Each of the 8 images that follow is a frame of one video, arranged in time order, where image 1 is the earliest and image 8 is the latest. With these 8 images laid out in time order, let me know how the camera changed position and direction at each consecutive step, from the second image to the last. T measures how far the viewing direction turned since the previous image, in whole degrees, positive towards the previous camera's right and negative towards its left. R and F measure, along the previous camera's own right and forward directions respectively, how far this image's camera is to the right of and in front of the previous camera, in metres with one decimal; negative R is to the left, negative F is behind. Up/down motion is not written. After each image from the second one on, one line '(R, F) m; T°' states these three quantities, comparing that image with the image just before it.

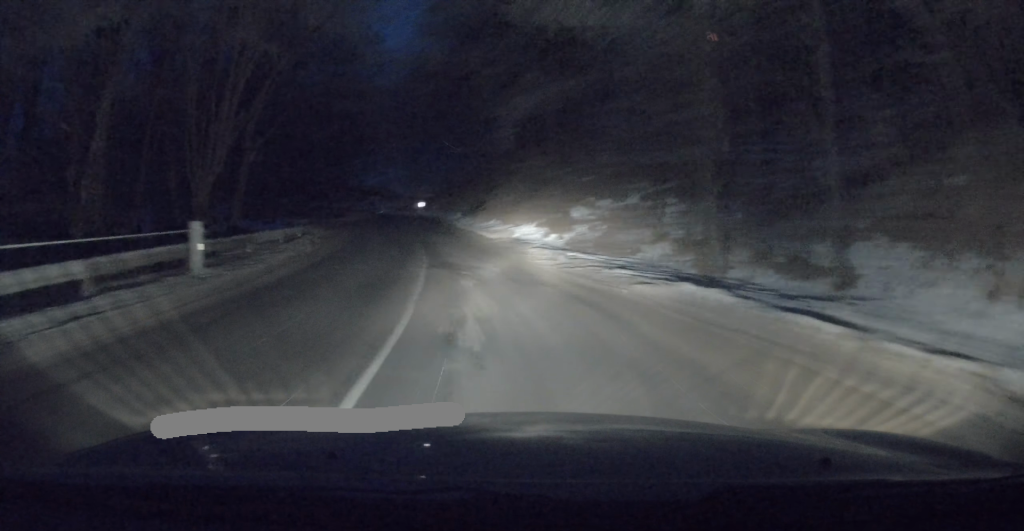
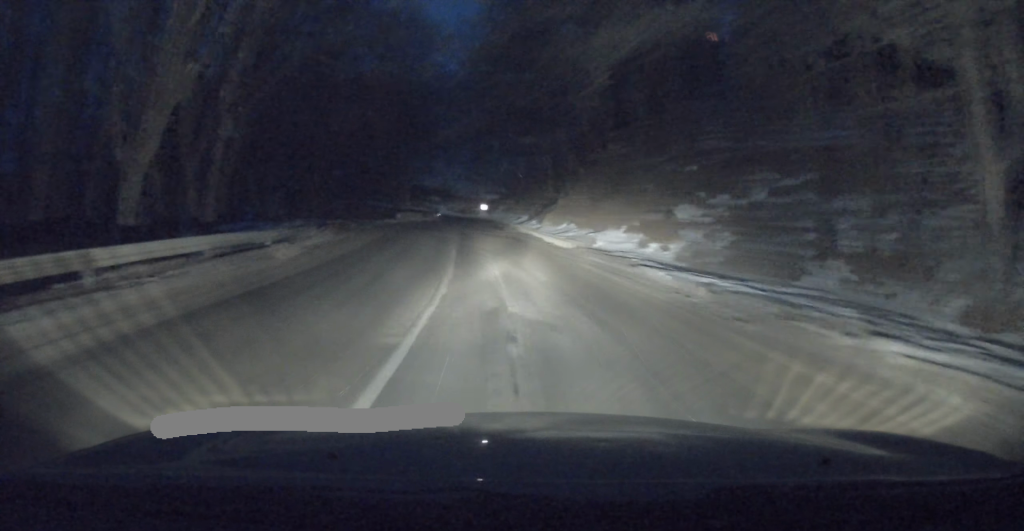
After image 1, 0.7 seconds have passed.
(-0.4, +7.8) m; -4°
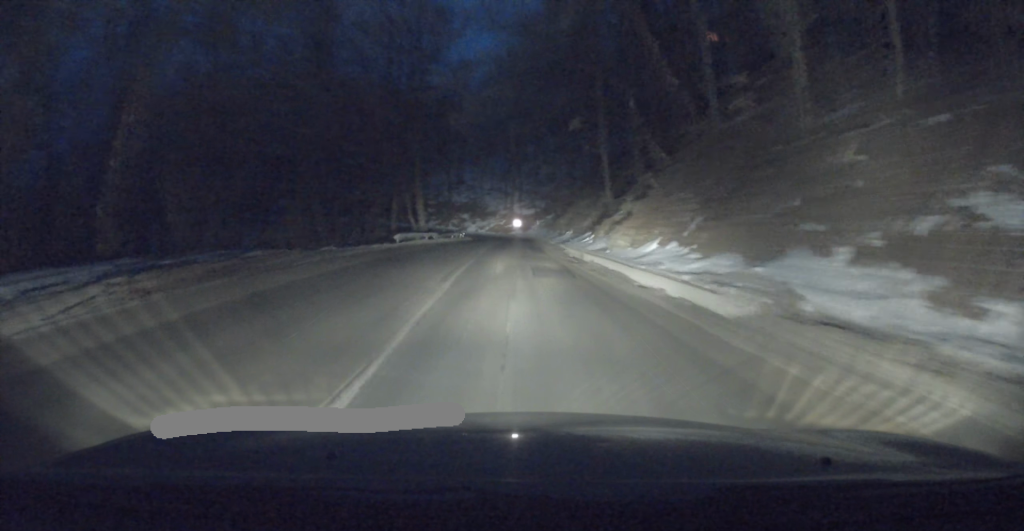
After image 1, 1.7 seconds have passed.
(-0.6, +12.7) m; -4°
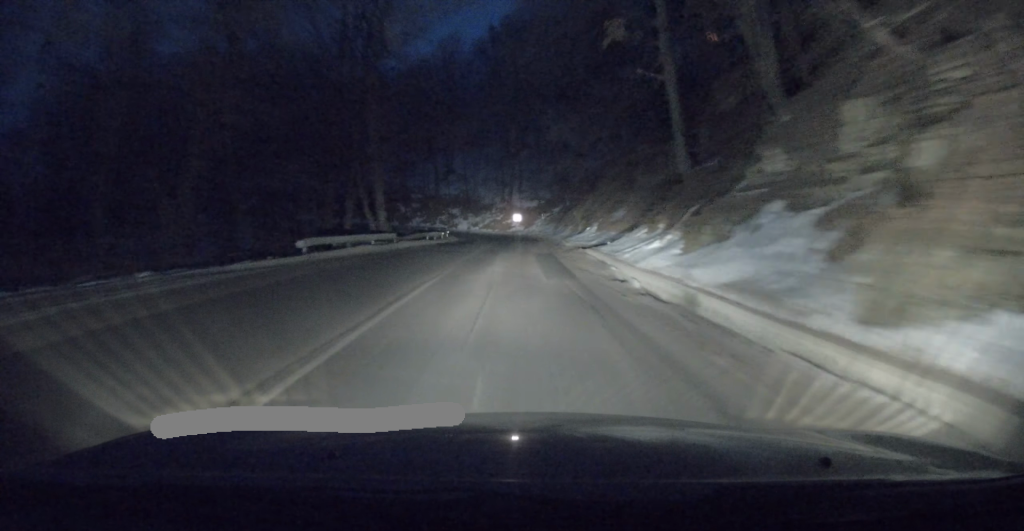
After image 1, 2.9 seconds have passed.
(-0.2, +14.3) m; -2°
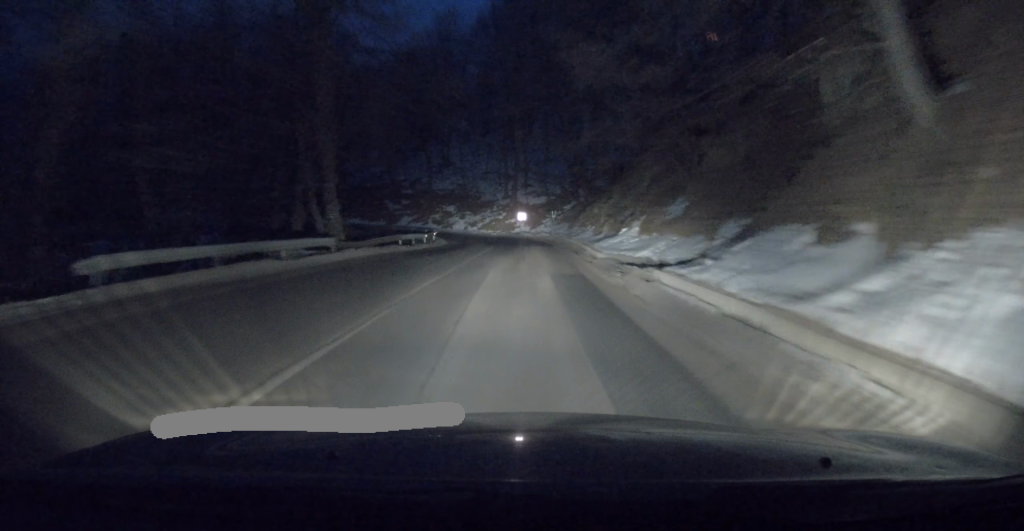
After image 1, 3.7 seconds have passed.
(-0.2, +10.1) m; 0°
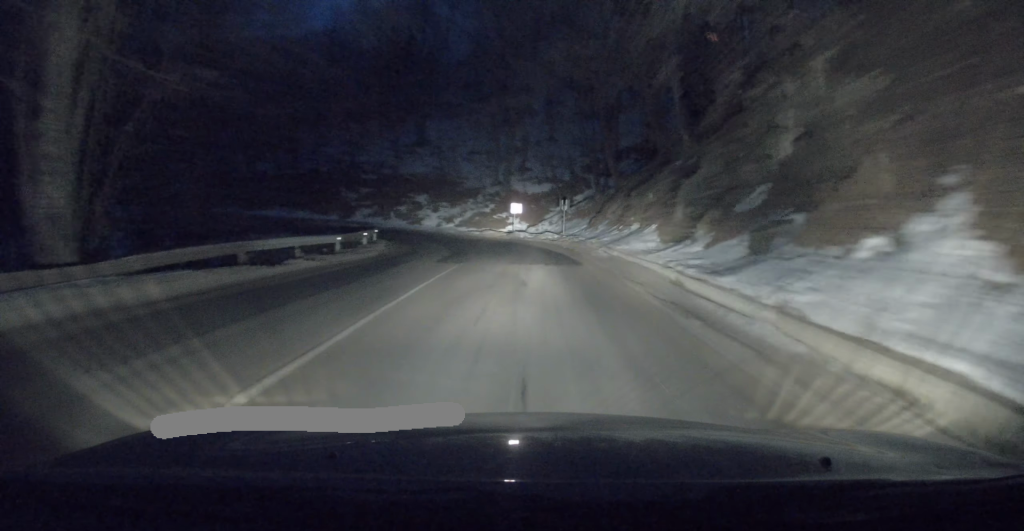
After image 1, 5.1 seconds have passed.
(+0.3, +16.6) m; 0°
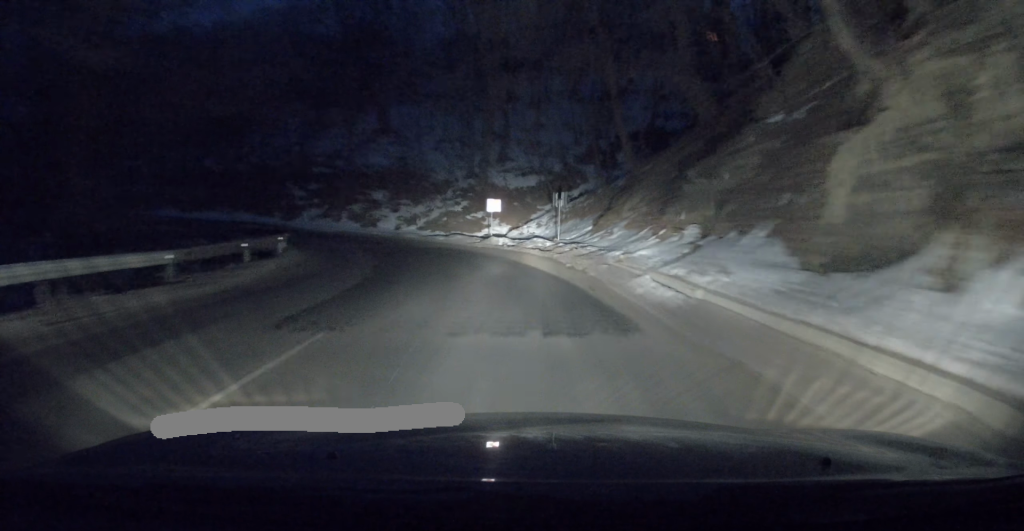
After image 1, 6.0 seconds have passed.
(-0.1, +9.4) m; -3°
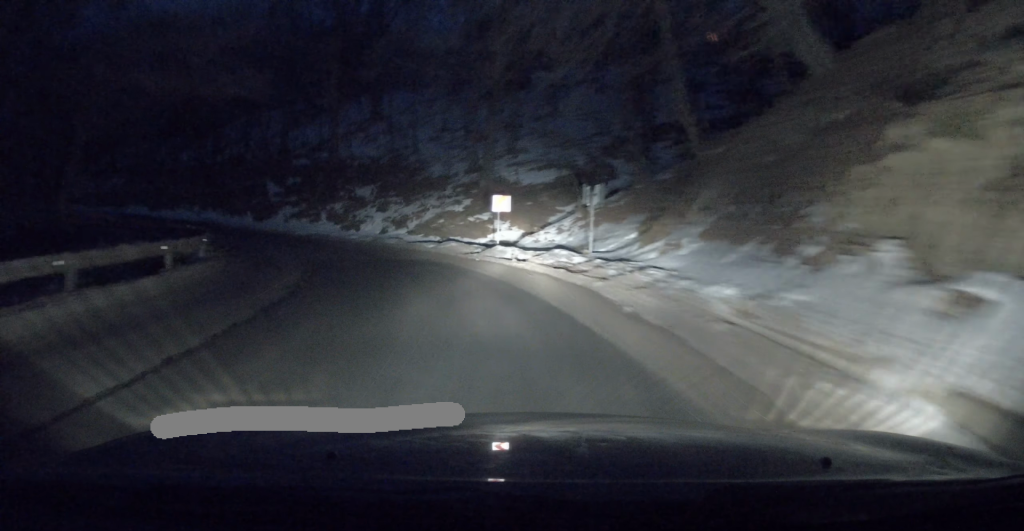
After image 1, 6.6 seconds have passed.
(-0.3, +6.9) m; -2°
